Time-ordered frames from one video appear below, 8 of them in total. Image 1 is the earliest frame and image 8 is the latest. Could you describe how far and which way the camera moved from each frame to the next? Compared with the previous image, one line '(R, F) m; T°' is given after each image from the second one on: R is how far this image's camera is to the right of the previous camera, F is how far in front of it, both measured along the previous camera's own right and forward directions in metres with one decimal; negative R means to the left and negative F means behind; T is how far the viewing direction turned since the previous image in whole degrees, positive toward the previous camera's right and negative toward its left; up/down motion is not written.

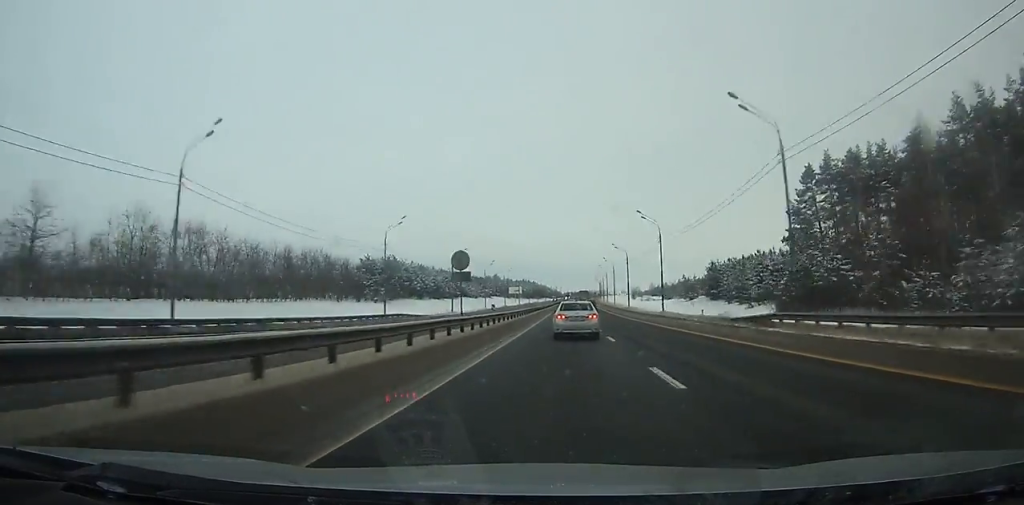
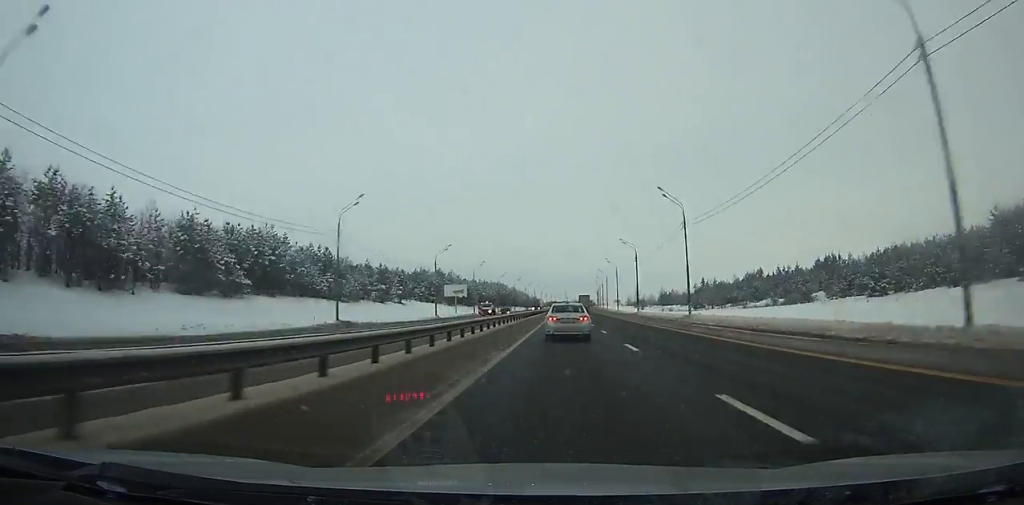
(+1.4, +122.2) m; +1°
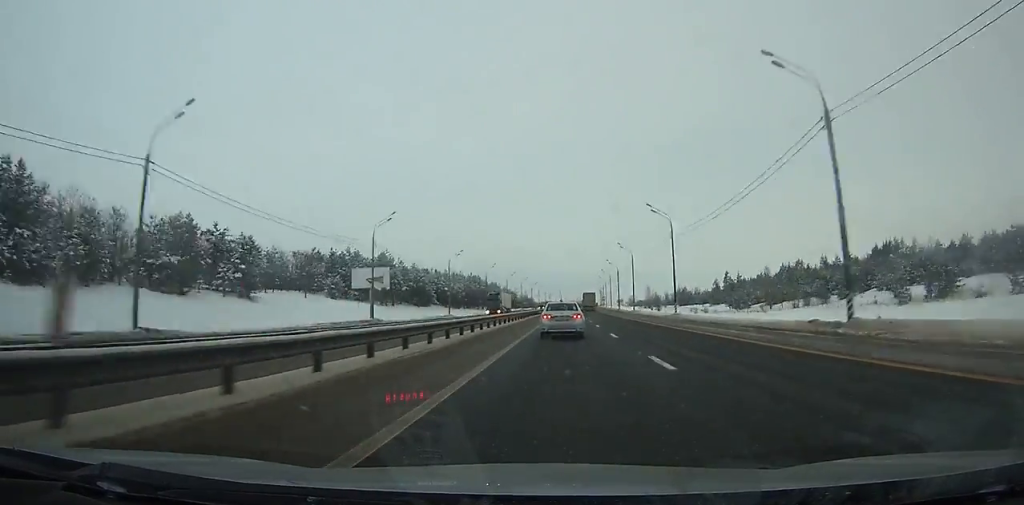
(+0.3, +66.2) m; +1°
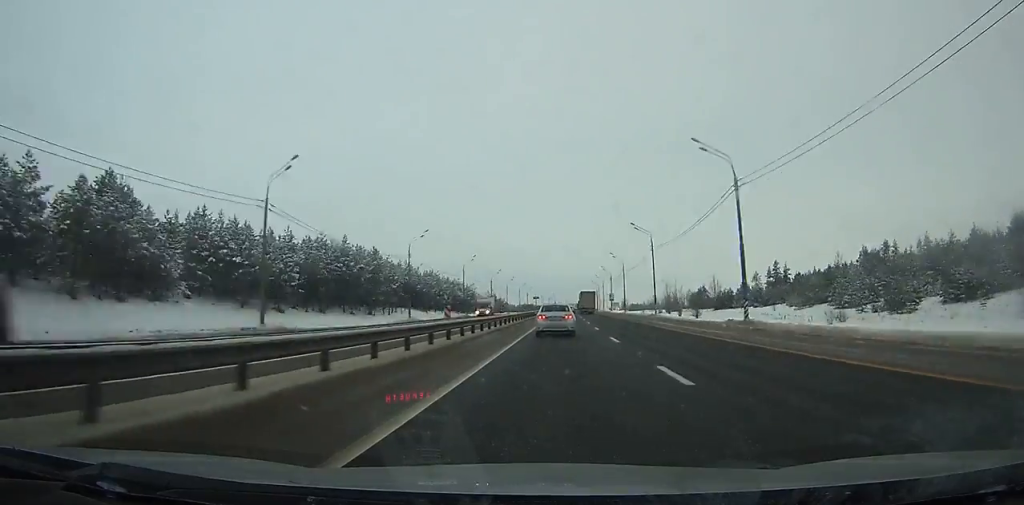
(+1.0, +97.8) m; +1°
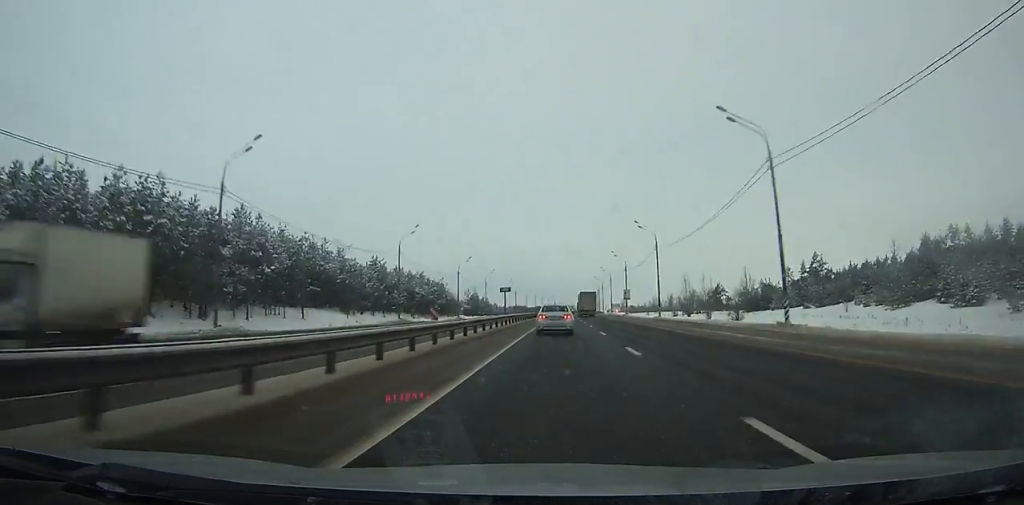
(+0.3, +41.1) m; 0°
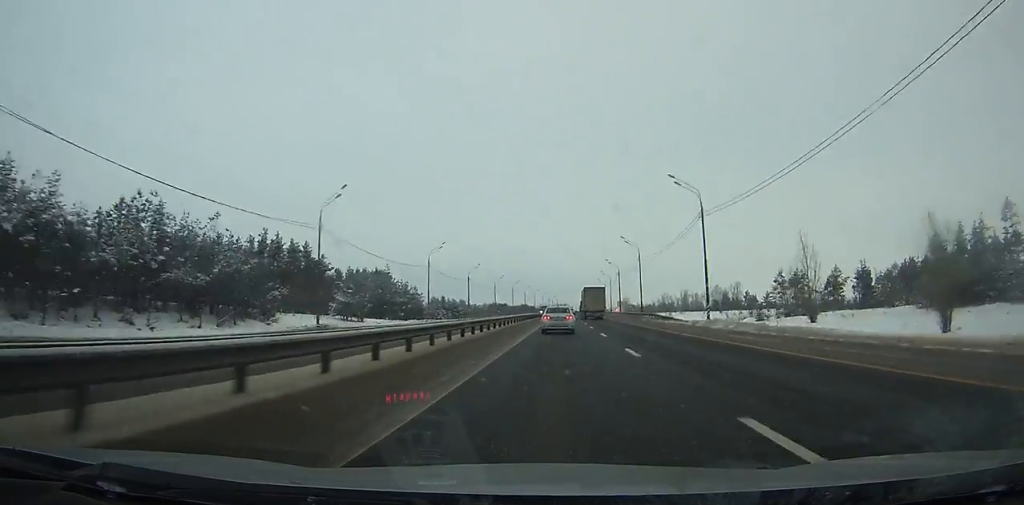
(+0.7, +96.8) m; +1°
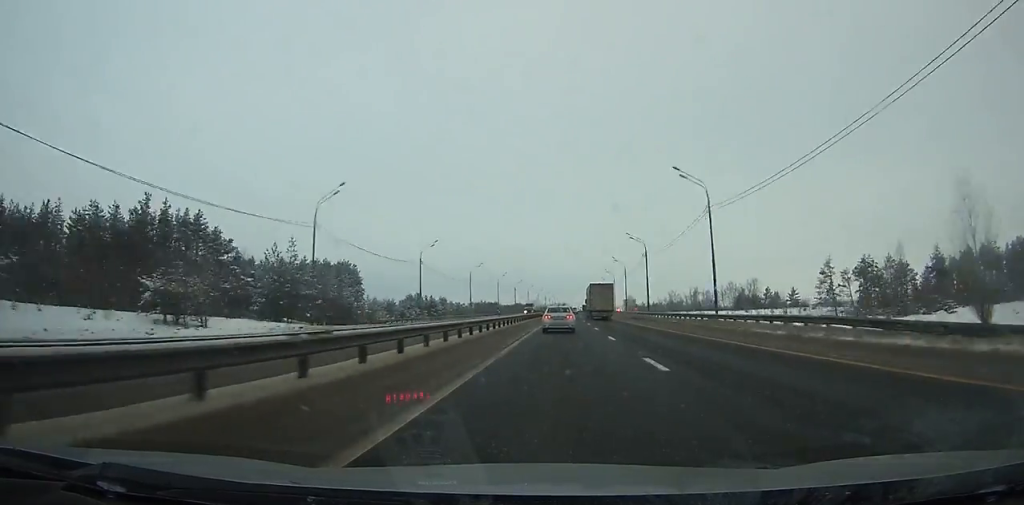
(+0.2, +41.1) m; 0°
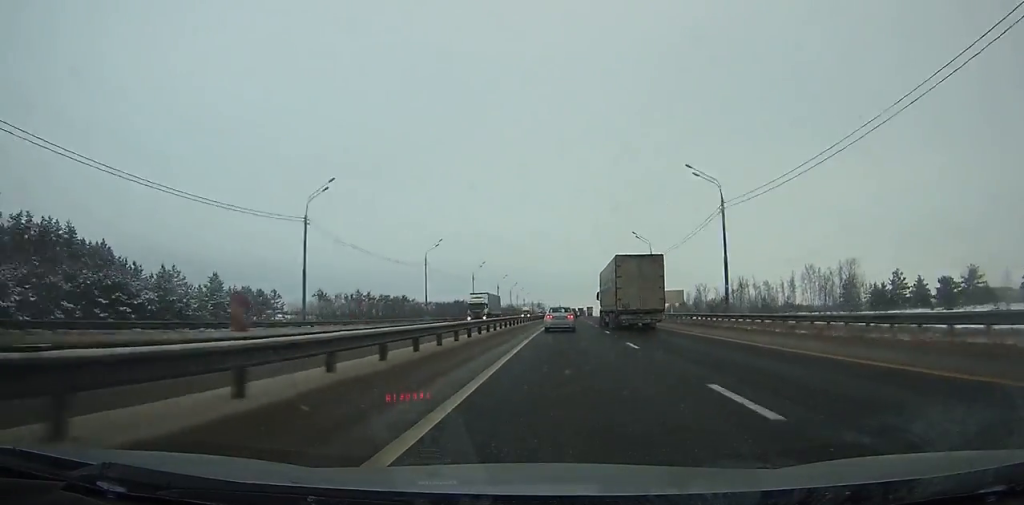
(+2.4, +149.4) m; +2°
